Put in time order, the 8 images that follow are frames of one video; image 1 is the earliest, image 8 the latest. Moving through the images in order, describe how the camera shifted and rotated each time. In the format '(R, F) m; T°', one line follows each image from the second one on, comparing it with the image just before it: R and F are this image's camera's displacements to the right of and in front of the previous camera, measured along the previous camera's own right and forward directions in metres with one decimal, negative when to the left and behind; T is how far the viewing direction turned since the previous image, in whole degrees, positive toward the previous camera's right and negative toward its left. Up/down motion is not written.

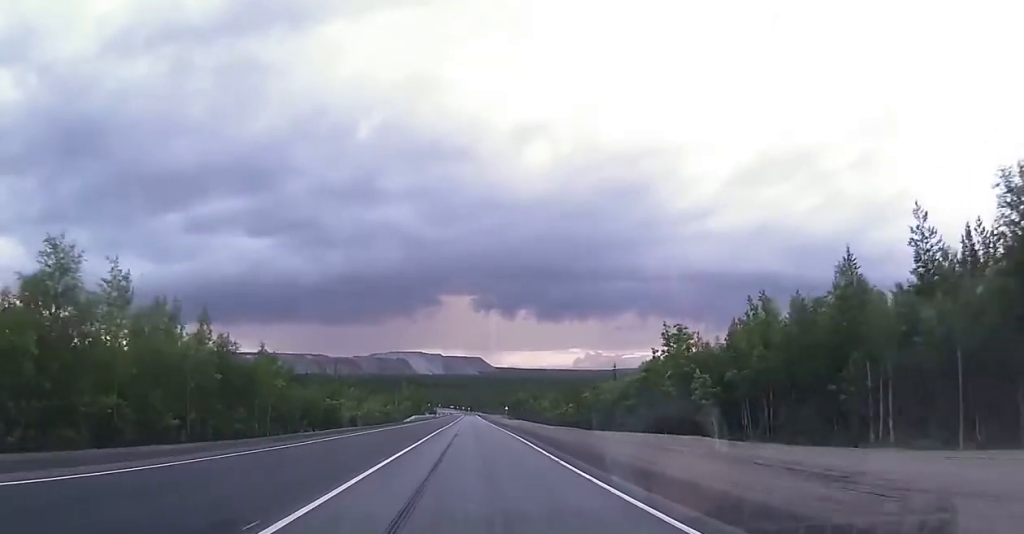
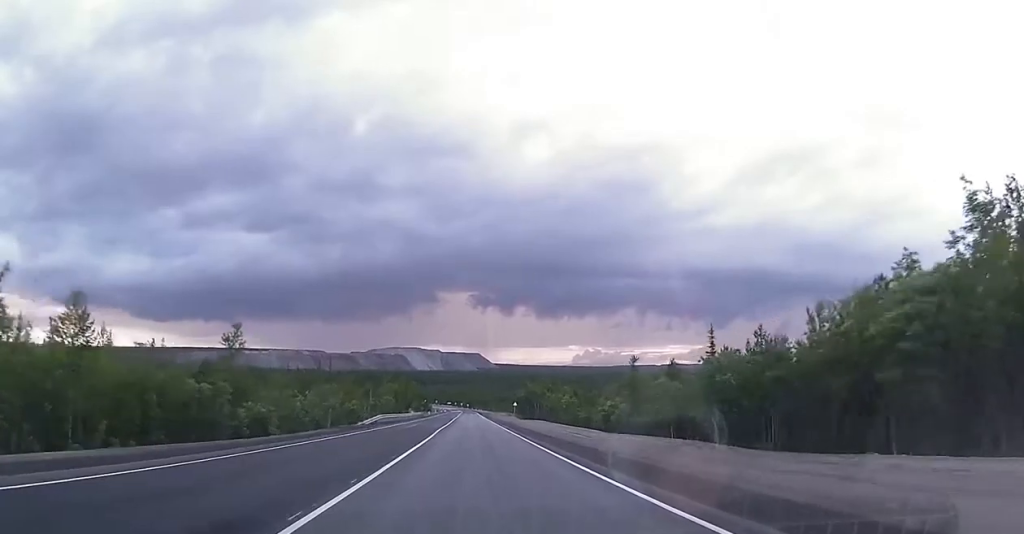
(0.0, +35.9) m; 0°
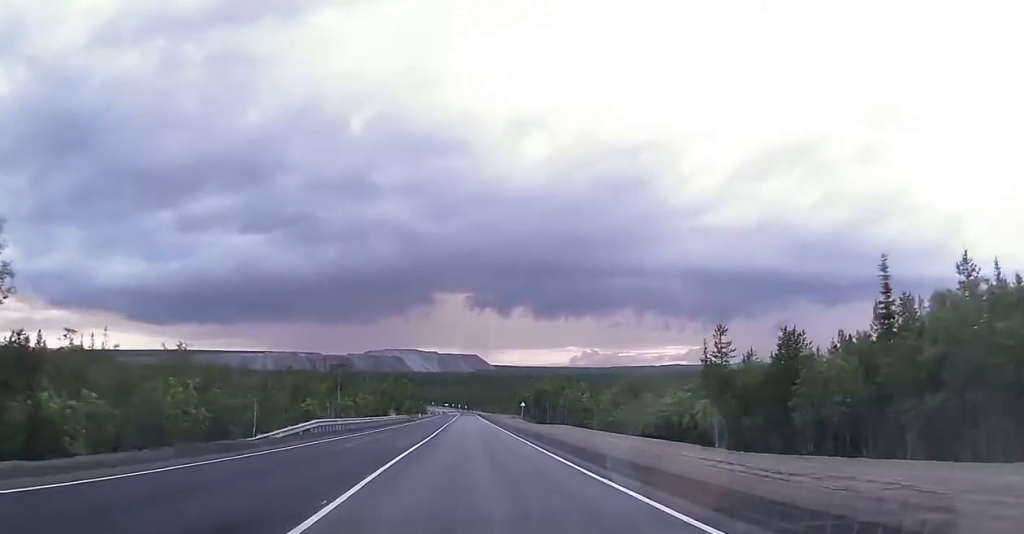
(-0.1, +24.4) m; -1°
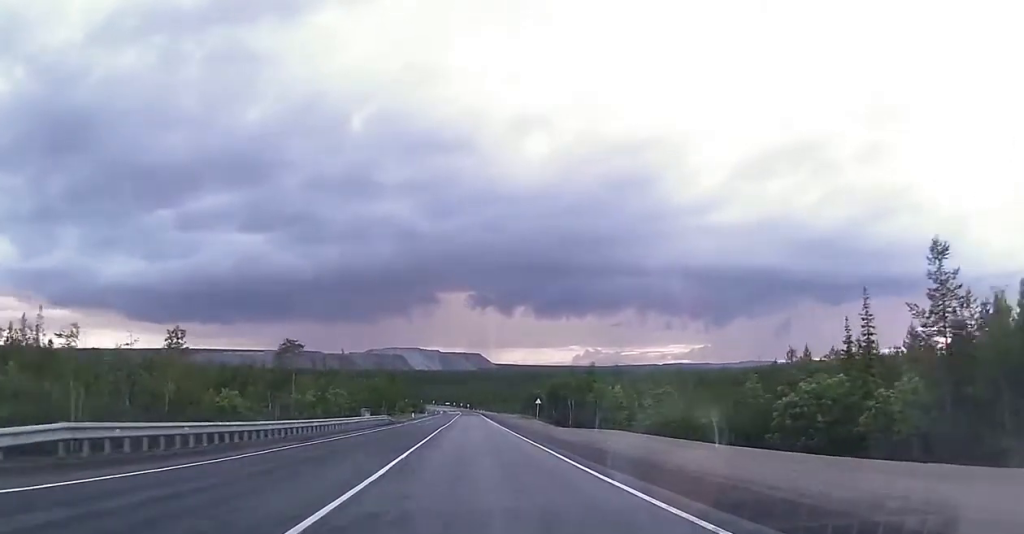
(-0.6, +22.5) m; +1°
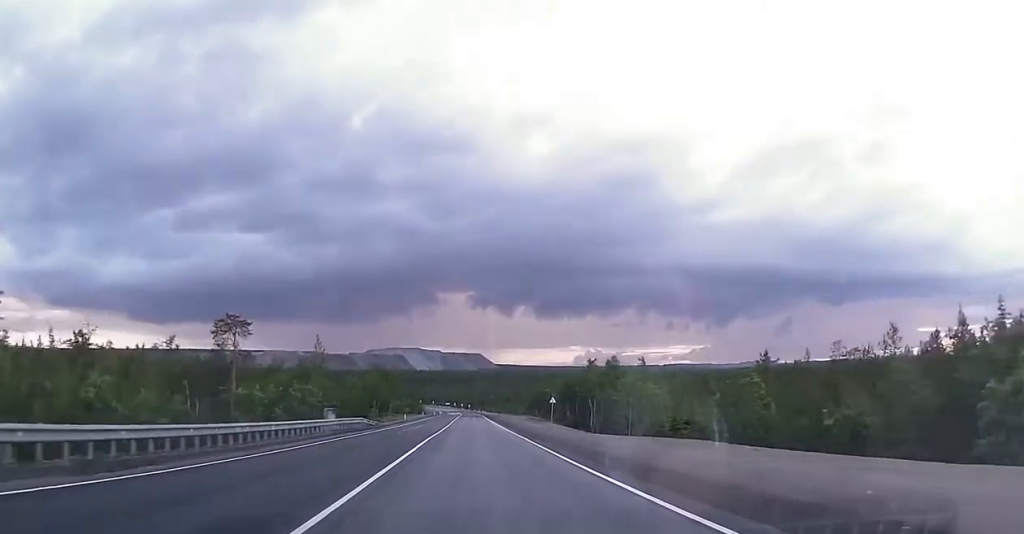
(+0.7, +15.6) m; +1°
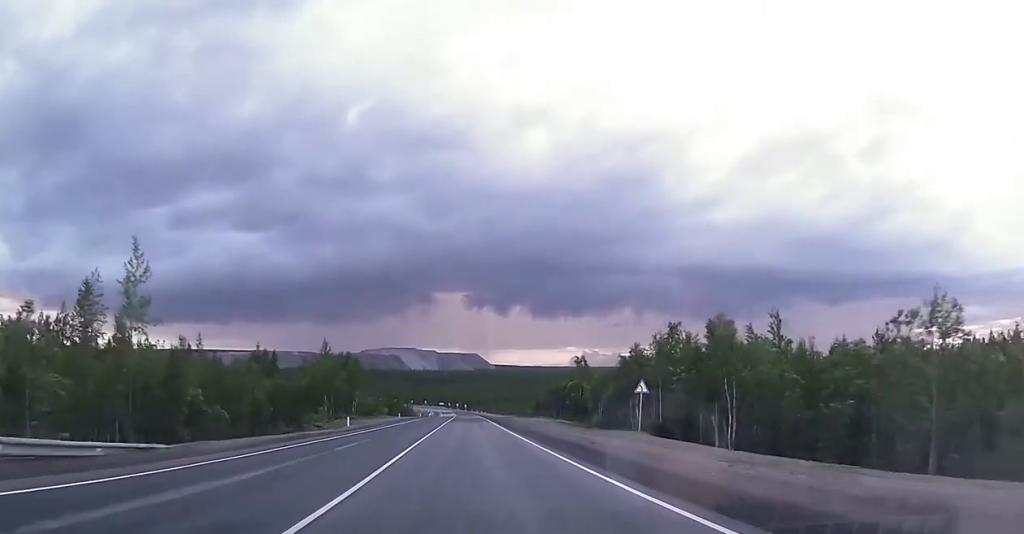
(-0.2, +43.2) m; 0°
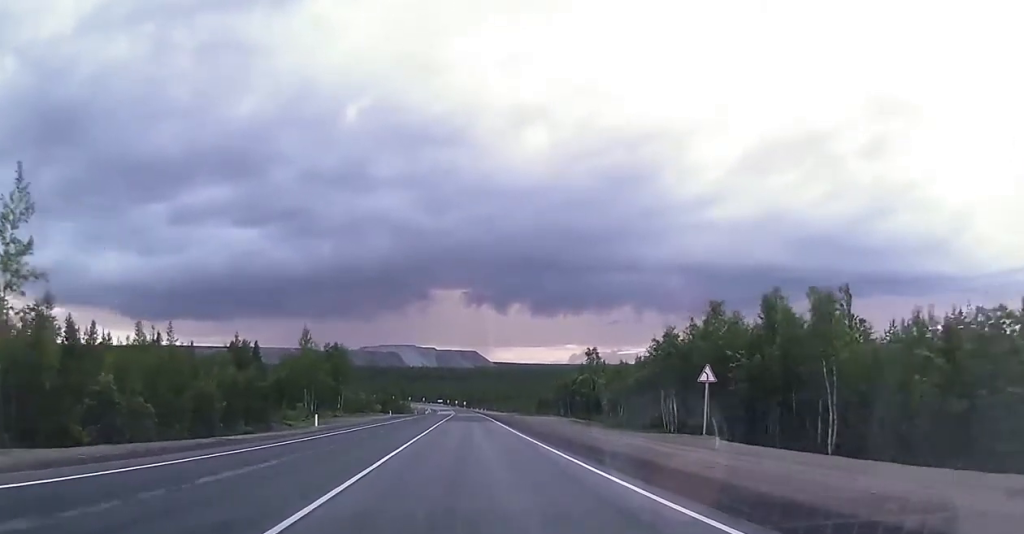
(-0.1, +11.0) m; +1°
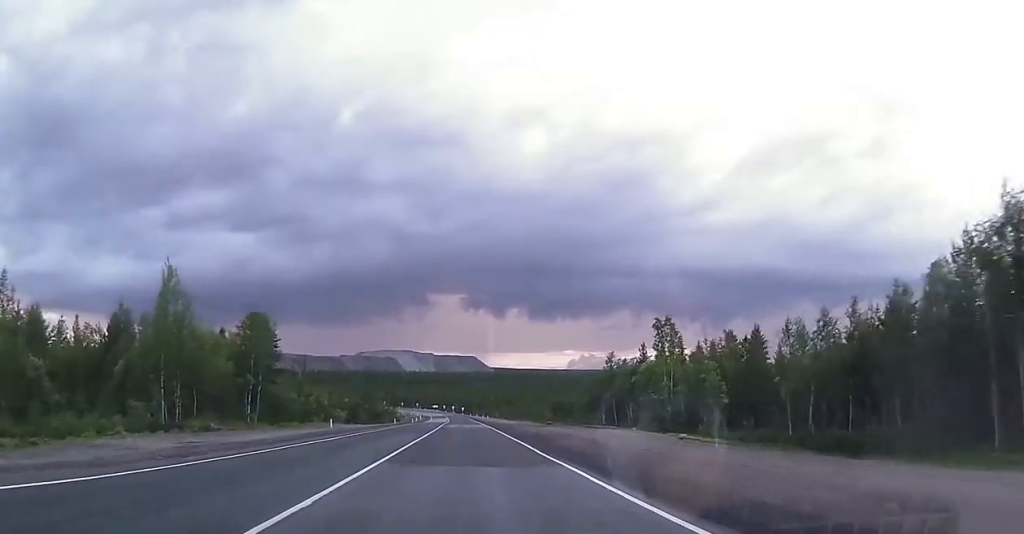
(+0.4, +38.5) m; 0°
